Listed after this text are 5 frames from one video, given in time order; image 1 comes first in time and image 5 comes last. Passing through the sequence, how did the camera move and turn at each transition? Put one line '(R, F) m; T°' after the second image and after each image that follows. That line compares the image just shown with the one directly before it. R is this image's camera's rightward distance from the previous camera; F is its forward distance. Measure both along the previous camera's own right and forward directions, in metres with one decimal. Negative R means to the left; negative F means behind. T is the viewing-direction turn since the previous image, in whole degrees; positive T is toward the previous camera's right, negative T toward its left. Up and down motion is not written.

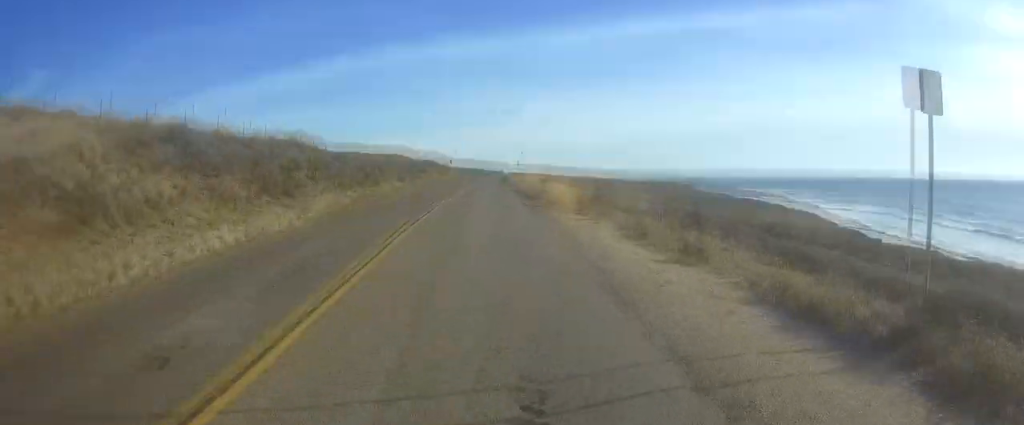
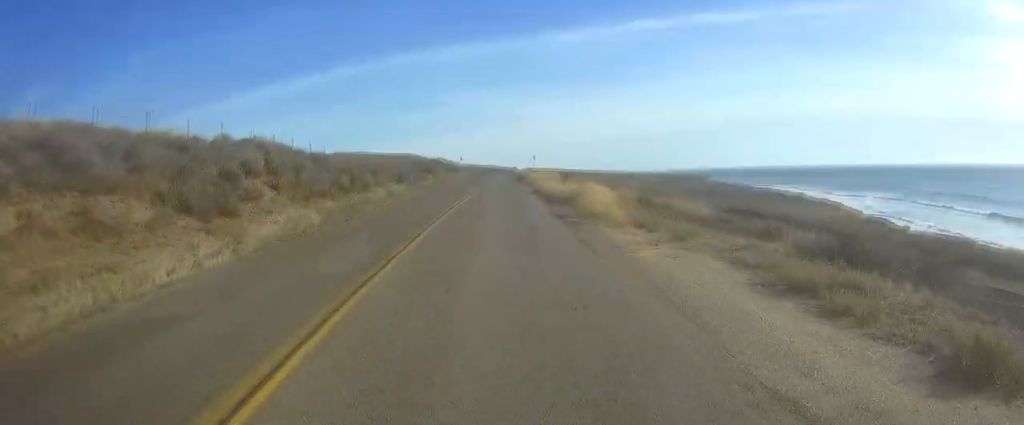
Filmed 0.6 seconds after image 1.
(-0.1, +9.0) m; -1°
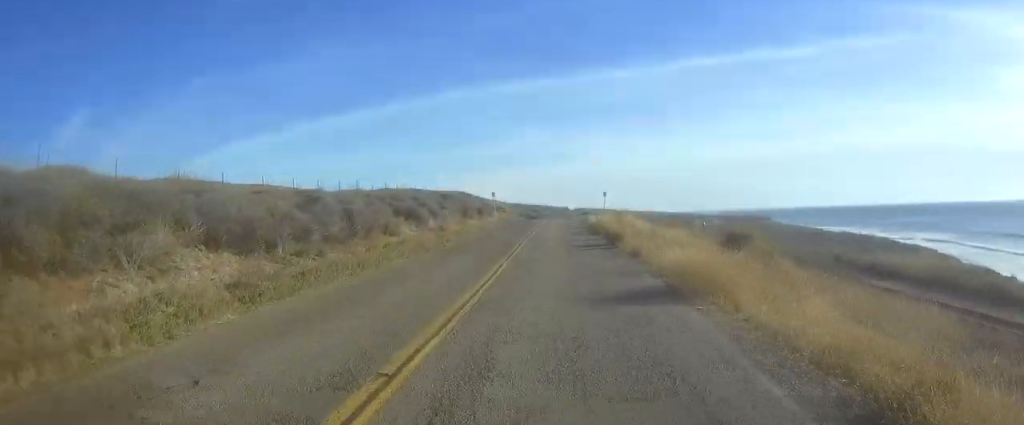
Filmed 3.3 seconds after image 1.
(+0.1, +35.5) m; +2°
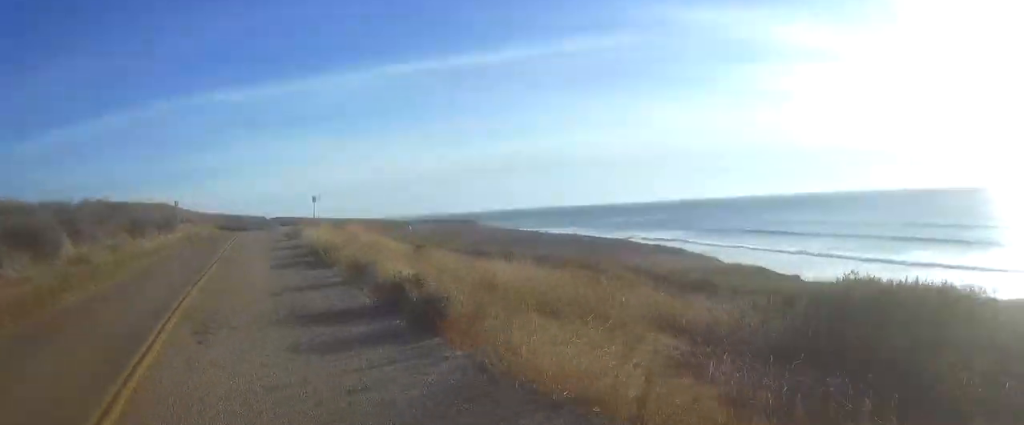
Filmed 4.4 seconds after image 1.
(+0.4, +15.7) m; +1°
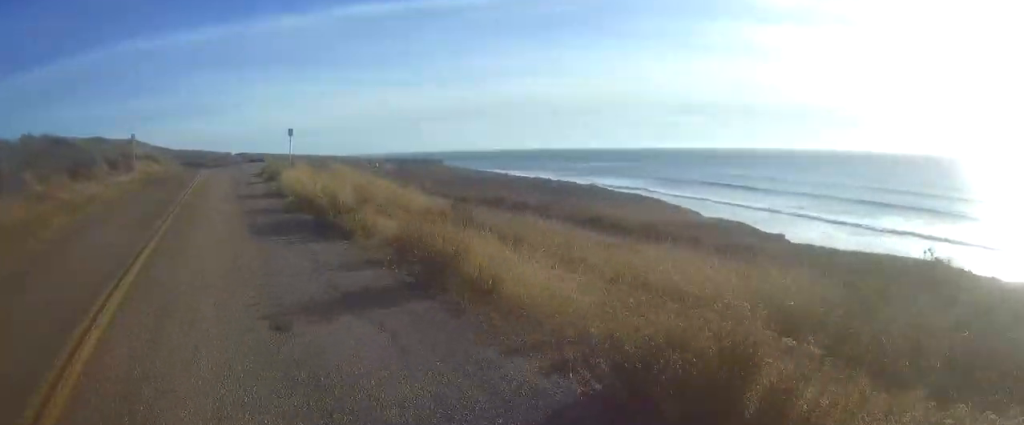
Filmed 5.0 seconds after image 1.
(-0.1, +7.1) m; 0°
